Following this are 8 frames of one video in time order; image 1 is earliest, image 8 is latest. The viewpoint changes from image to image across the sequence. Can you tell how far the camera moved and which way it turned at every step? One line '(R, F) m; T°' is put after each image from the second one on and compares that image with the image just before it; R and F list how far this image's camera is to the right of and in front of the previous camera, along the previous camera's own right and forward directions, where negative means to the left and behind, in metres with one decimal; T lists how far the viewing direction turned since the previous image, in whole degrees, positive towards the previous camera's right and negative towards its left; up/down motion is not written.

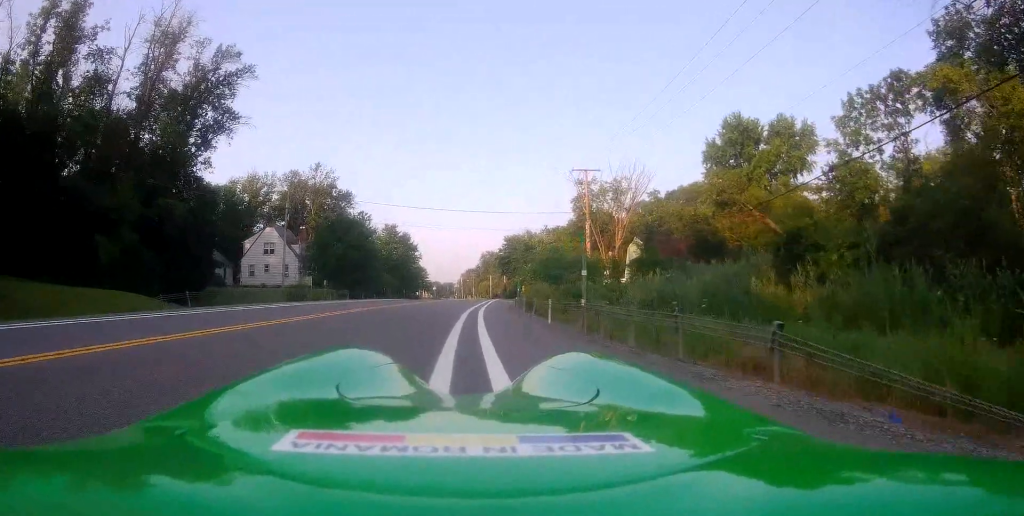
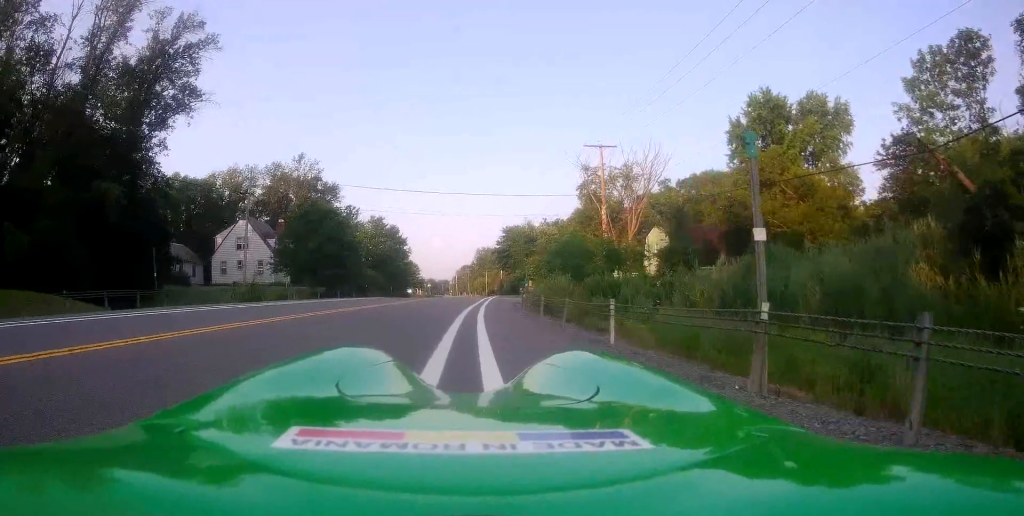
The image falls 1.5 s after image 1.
(-0.6, +8.1) m; -2°
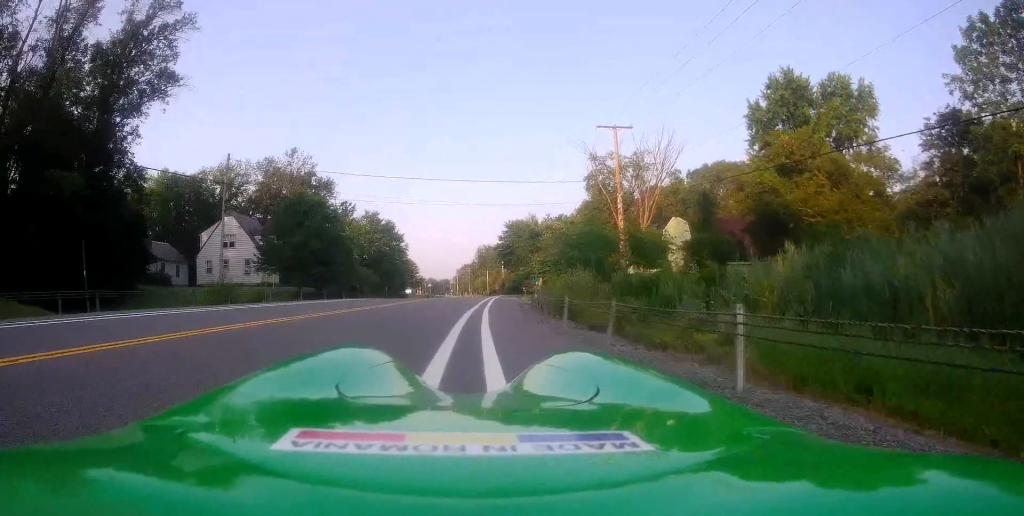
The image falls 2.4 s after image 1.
(+0.3, +4.7) m; +3°
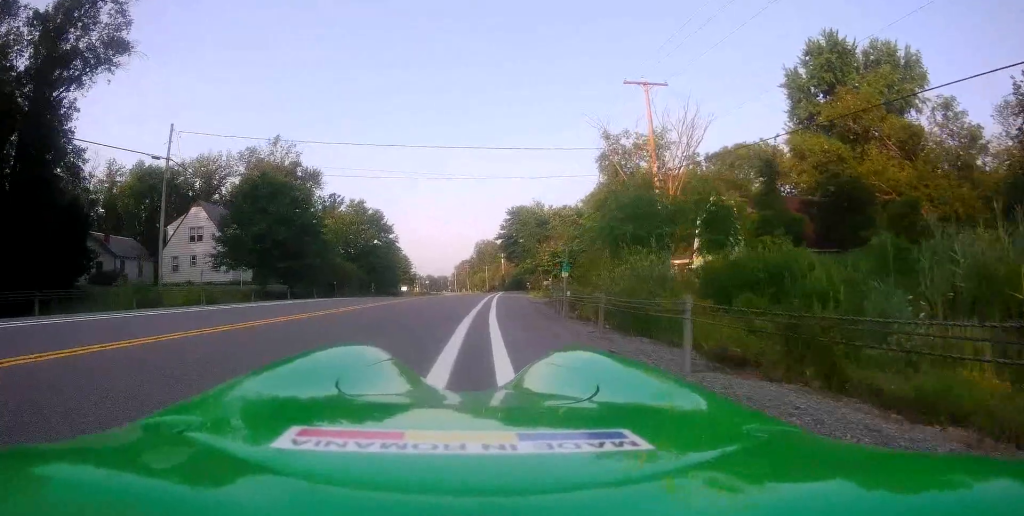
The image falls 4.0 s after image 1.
(+0.7, +8.0) m; +7°
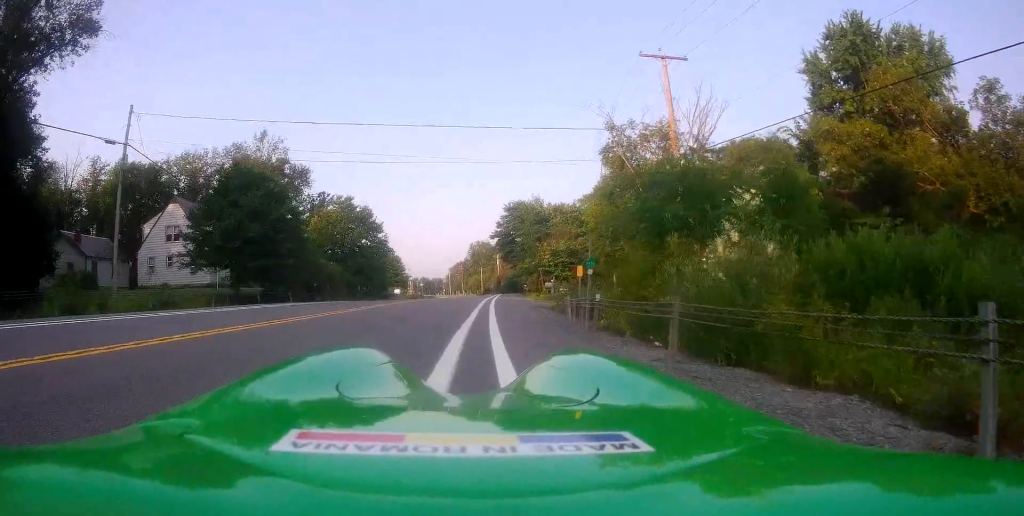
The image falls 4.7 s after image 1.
(+0.1, +3.9) m; -1°
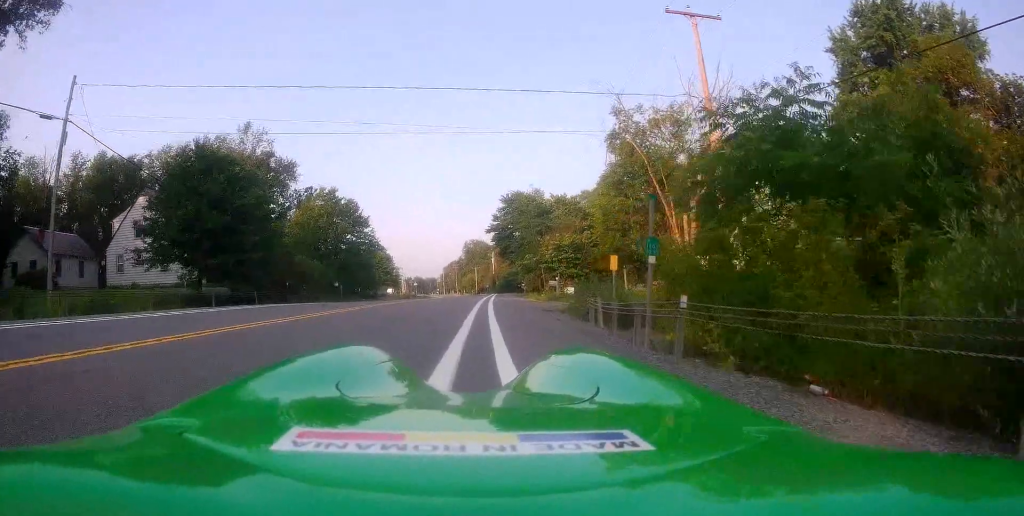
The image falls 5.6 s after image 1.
(-0.3, +4.8) m; -2°
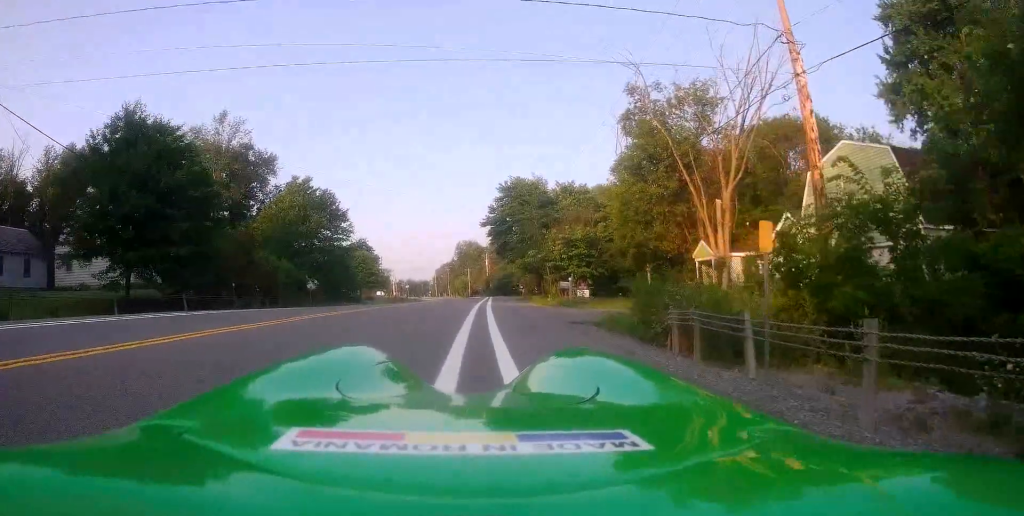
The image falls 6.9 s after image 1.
(+0.1, +6.8) m; 0°
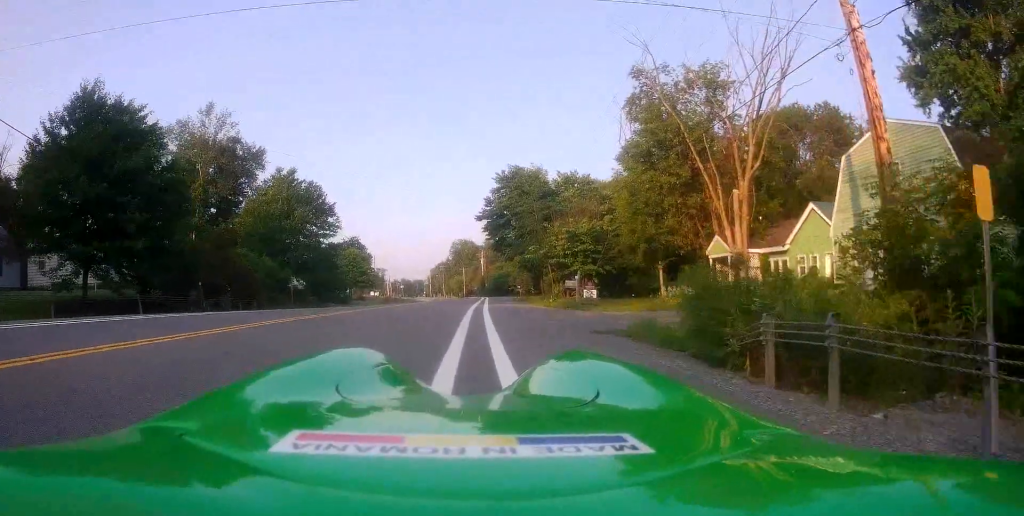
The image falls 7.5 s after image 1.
(-0.1, +3.1) m; 0°
